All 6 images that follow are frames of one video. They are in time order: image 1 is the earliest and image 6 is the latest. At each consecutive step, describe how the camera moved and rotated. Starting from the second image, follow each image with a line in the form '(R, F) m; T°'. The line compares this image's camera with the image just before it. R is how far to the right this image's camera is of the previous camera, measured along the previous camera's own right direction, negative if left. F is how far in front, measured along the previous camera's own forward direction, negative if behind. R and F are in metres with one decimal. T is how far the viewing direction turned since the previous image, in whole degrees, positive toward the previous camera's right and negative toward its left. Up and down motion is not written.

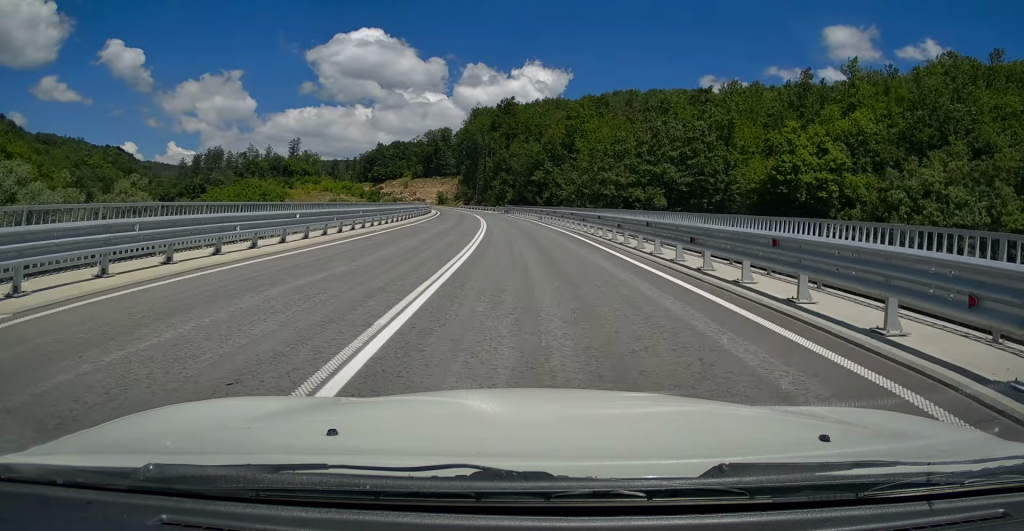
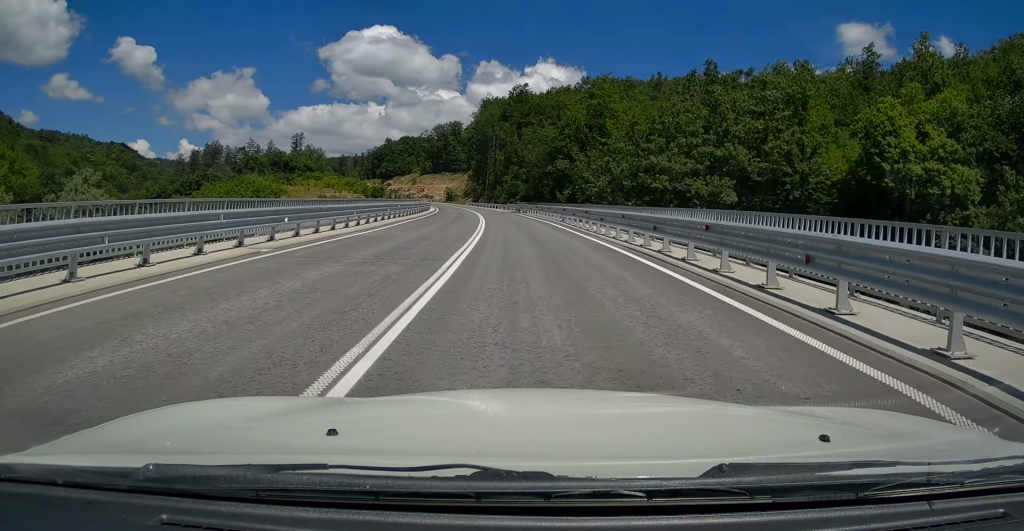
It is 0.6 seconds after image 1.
(-0.1, +12.8) m; -1°
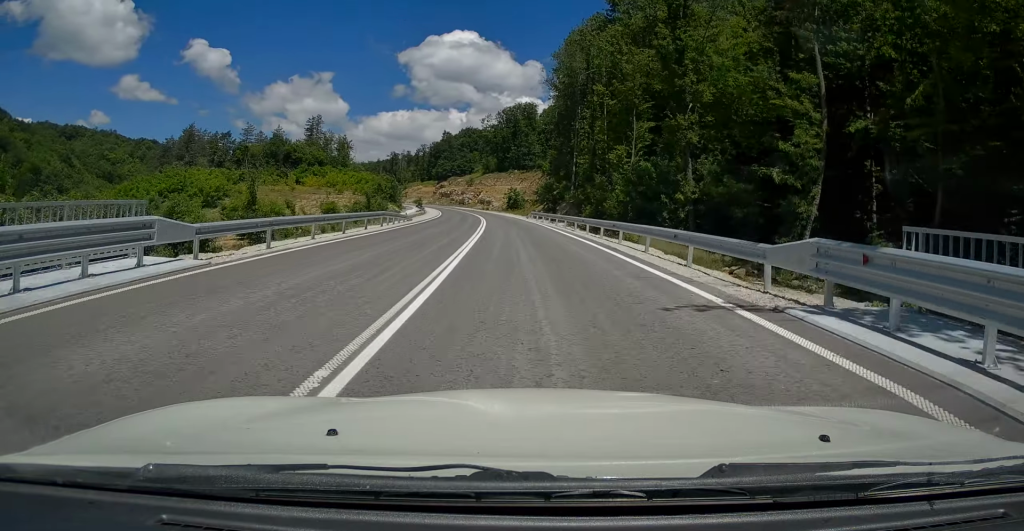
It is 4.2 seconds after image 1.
(-4.2, +72.4) m; -7°
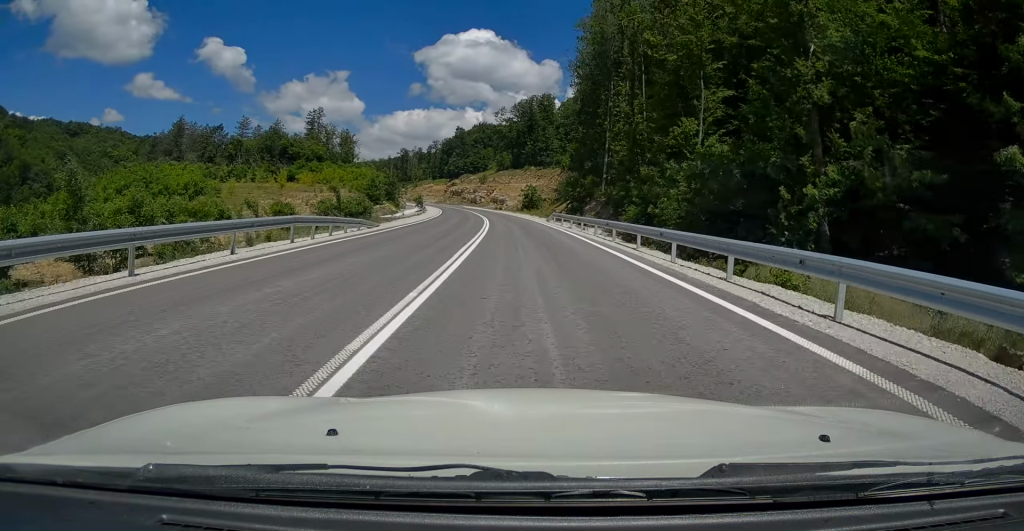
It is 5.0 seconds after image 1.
(-0.2, +14.4) m; -1°
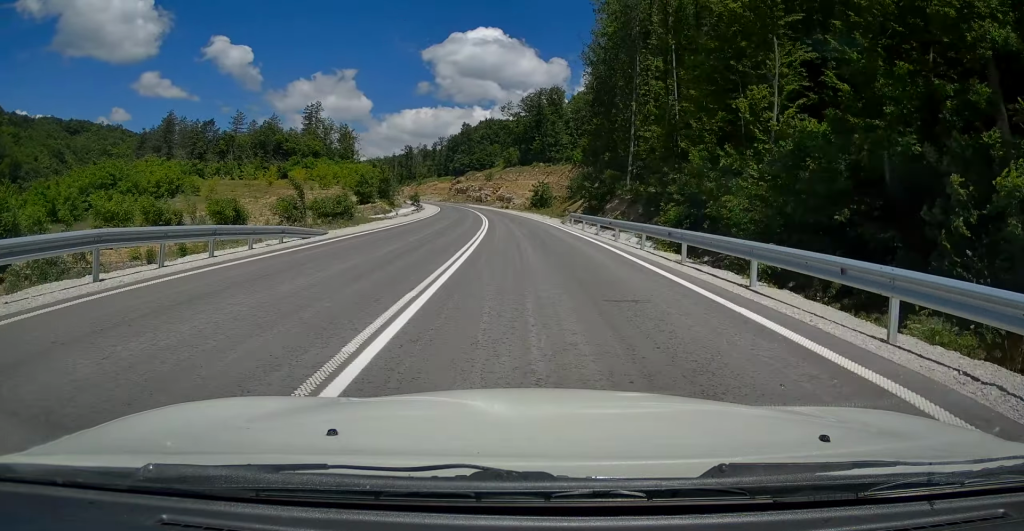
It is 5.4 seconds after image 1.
(0.0, +9.1) m; -1°
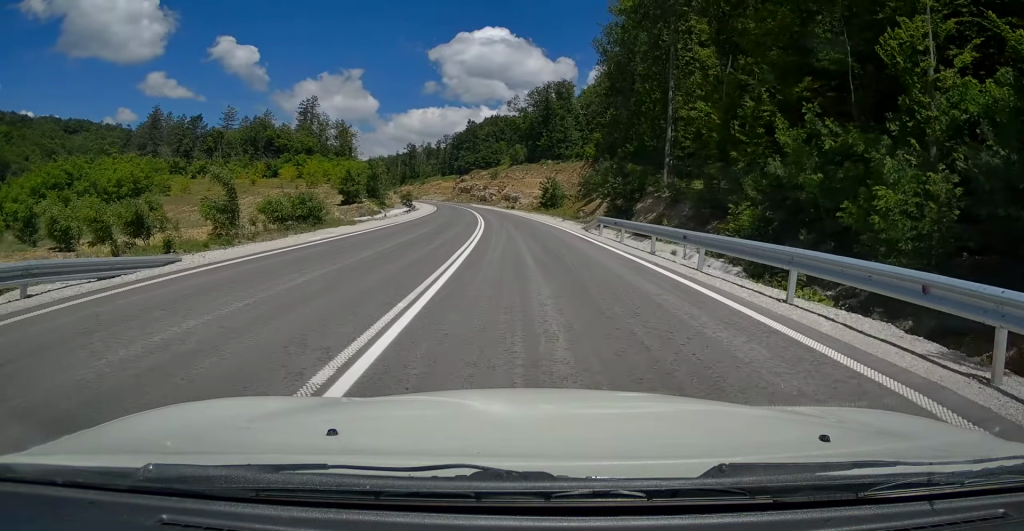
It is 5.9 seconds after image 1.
(-0.1, +9.8) m; 0°
